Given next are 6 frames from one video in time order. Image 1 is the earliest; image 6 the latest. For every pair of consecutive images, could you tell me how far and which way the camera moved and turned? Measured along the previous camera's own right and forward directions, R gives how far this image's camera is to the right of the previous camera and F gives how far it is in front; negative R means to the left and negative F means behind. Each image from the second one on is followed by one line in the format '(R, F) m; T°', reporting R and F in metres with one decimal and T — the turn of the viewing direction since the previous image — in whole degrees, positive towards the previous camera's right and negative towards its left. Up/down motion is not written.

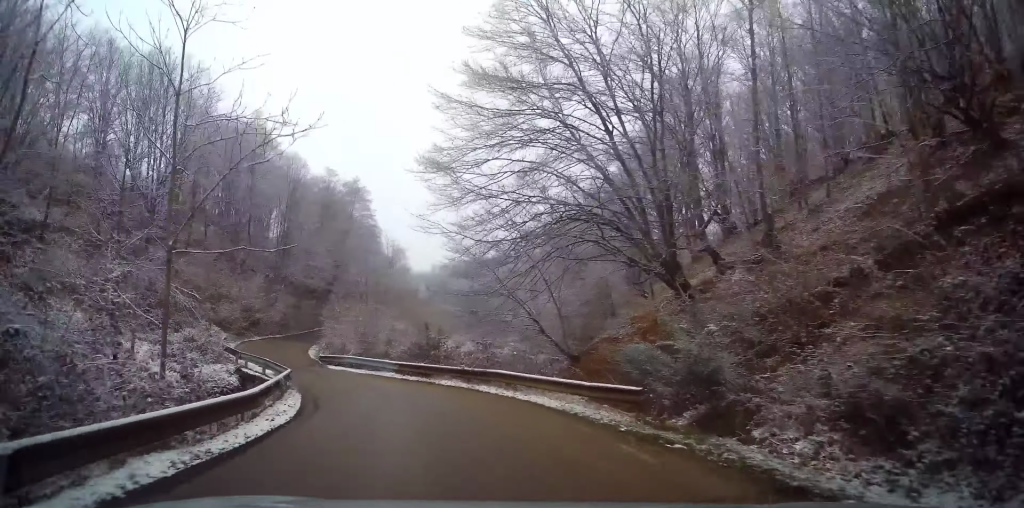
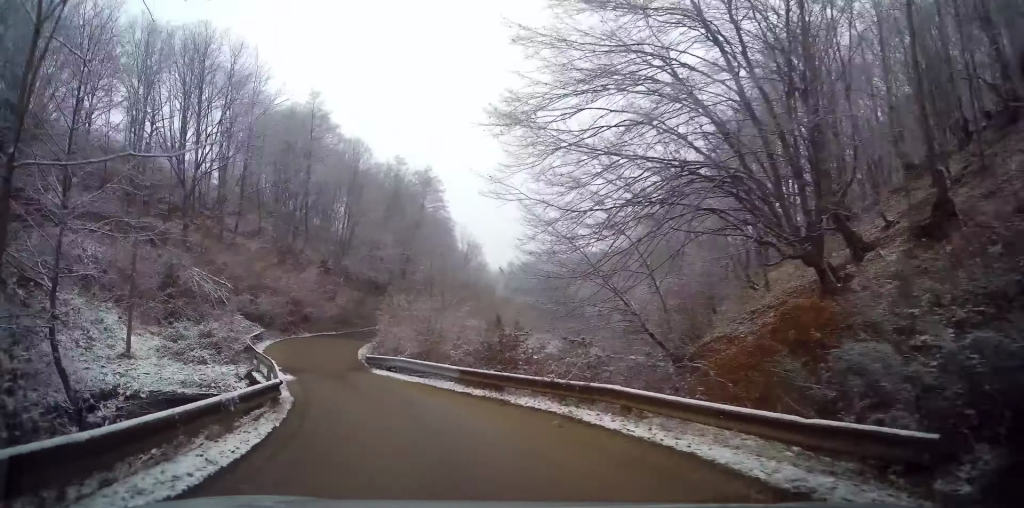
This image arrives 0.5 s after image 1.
(-0.6, +6.0) m; -7°
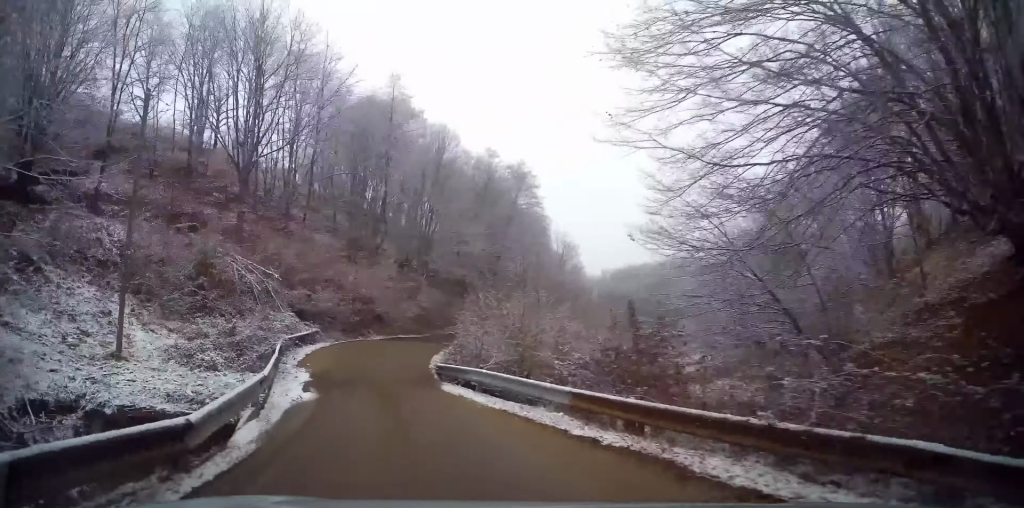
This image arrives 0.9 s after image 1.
(+0.1, +6.1) m; -7°
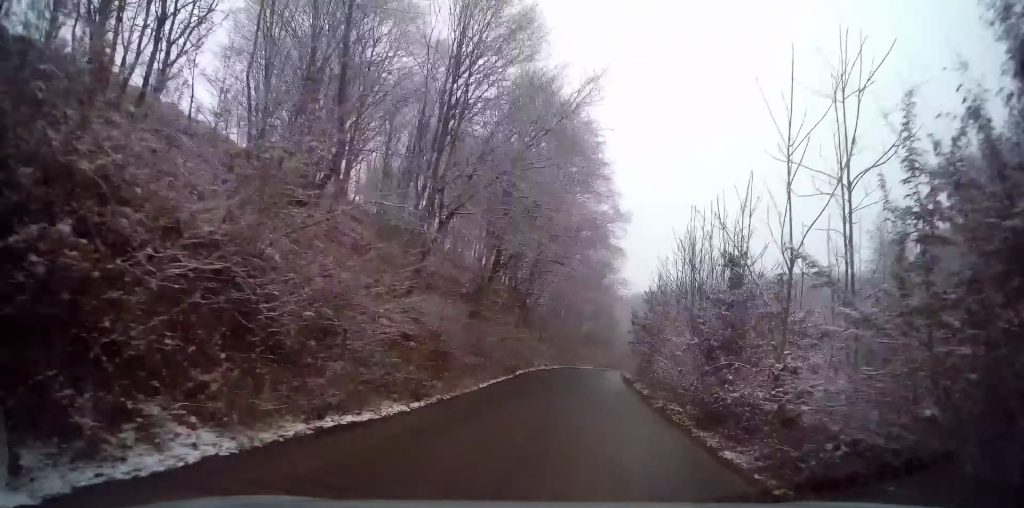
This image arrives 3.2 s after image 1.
(-3.1, +29.4) m; +3°
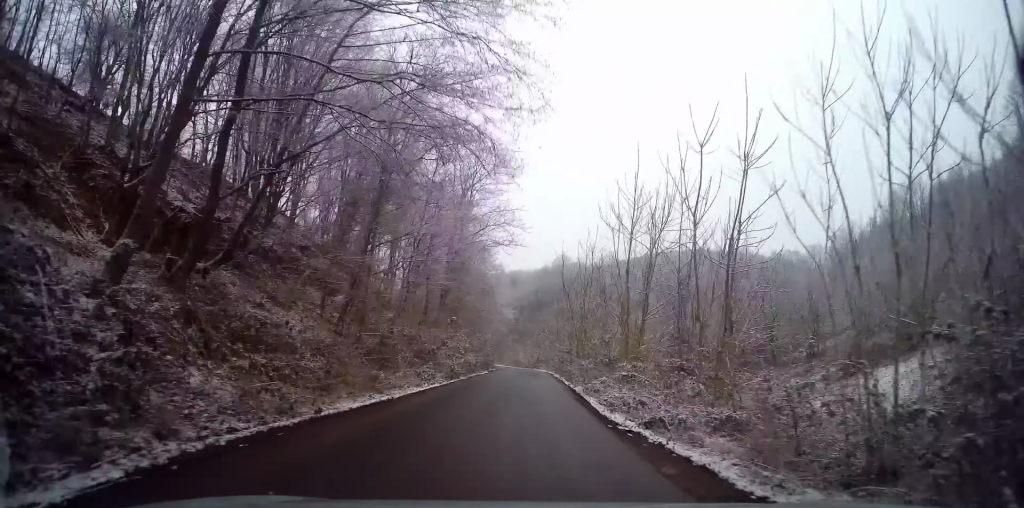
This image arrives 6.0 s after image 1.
(+7.1, +37.3) m; +14°
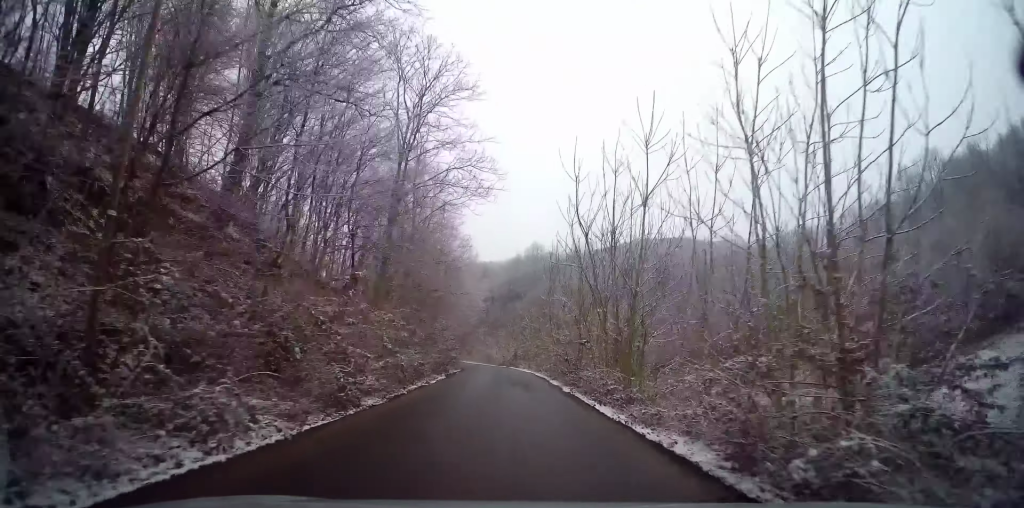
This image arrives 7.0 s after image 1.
(-0.4, +13.9) m; 0°
